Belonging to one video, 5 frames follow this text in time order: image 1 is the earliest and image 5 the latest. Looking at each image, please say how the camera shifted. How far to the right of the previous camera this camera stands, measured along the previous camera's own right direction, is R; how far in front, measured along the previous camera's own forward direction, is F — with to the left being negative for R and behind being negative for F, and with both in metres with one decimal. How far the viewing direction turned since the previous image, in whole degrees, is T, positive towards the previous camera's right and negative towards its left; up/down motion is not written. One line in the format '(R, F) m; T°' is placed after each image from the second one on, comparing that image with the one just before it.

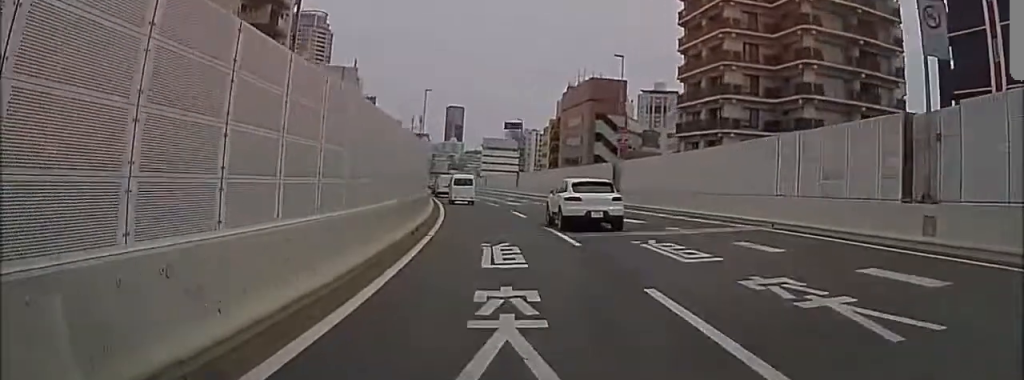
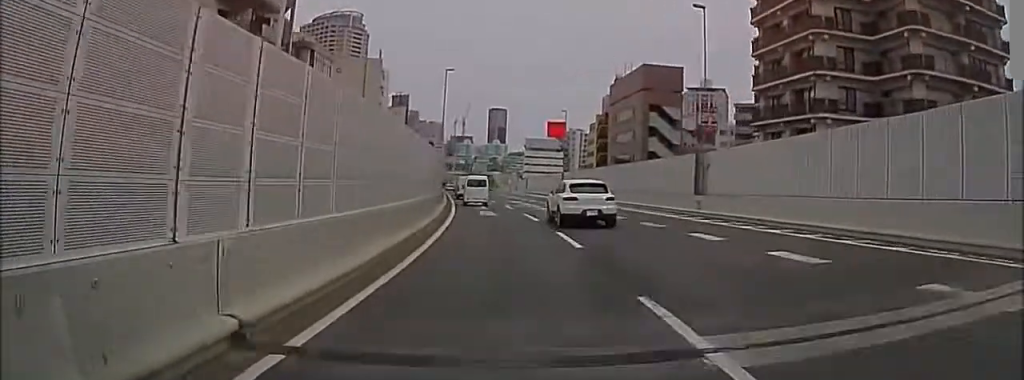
(+0.2, +12.2) m; -6°
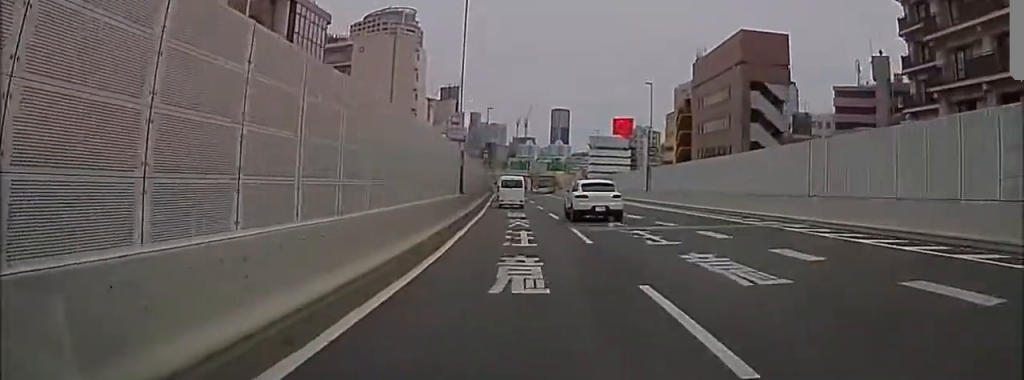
(-2.5, +18.8) m; -13°
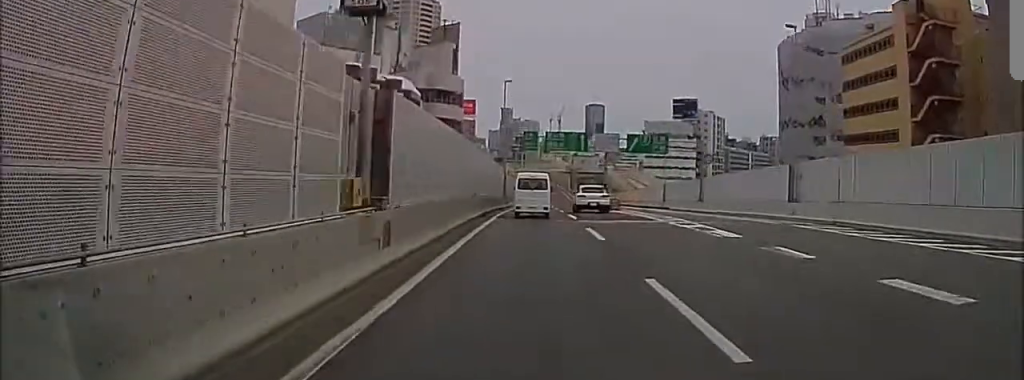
(+1.5, +58.4) m; -6°
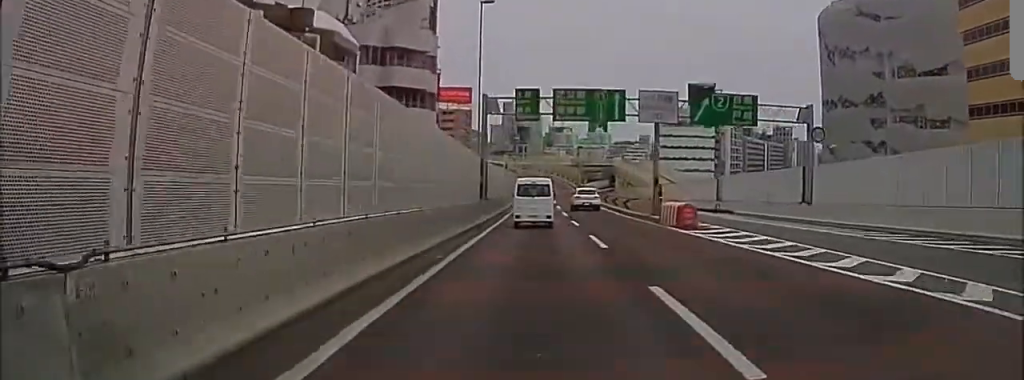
(-0.8, +19.9) m; +10°
